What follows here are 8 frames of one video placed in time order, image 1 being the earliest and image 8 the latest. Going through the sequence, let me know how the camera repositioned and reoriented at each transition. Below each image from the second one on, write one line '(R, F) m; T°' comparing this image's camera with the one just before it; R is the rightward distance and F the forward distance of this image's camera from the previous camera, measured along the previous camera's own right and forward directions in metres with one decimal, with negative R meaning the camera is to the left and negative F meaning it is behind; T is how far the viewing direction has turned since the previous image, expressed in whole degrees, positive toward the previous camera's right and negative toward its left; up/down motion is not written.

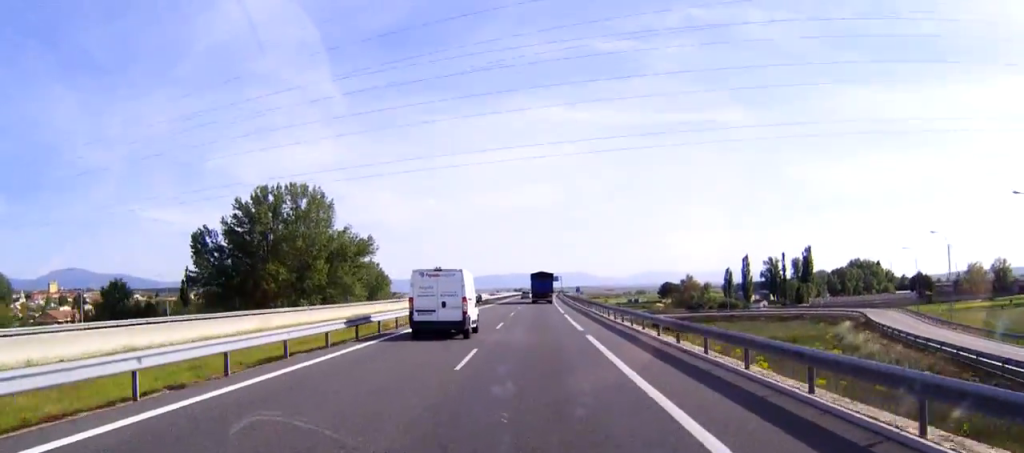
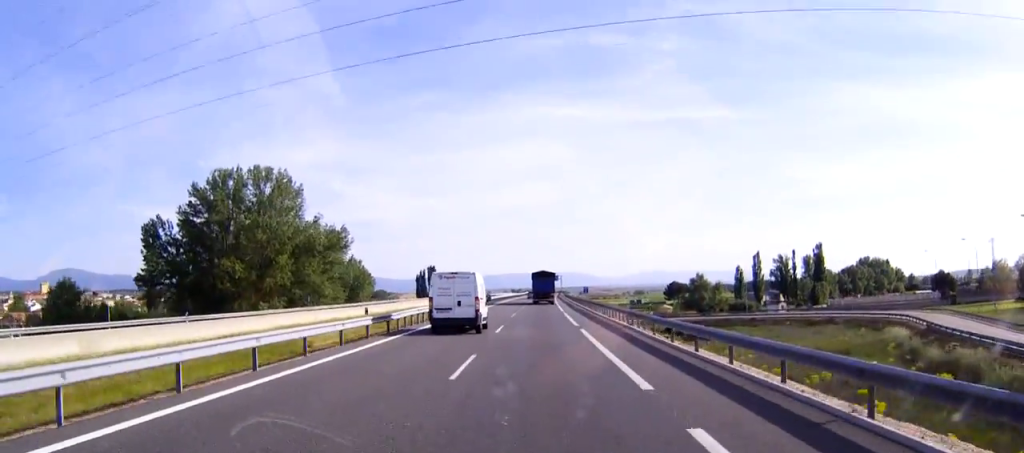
(0.0, +18.3) m; 0°
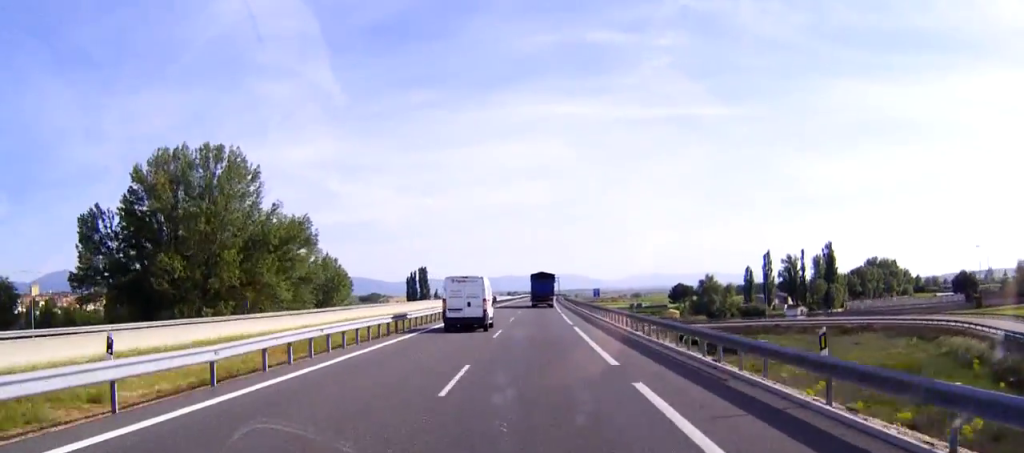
(+0.1, +18.3) m; 0°
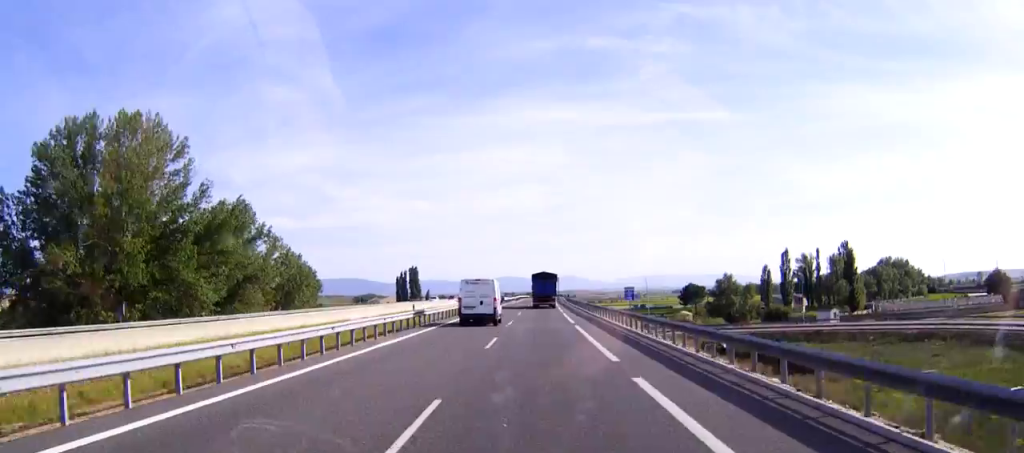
(0.0, +23.0) m; 0°
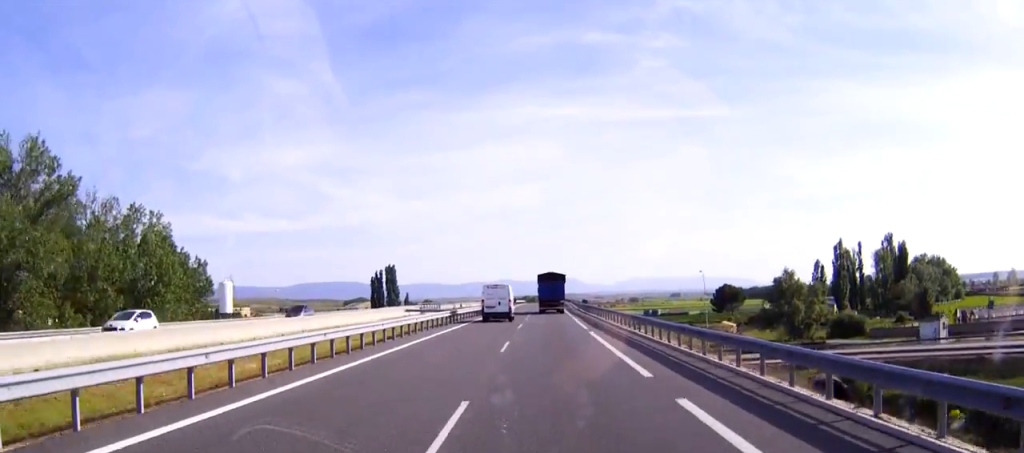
(+0.2, +49.7) m; 0°
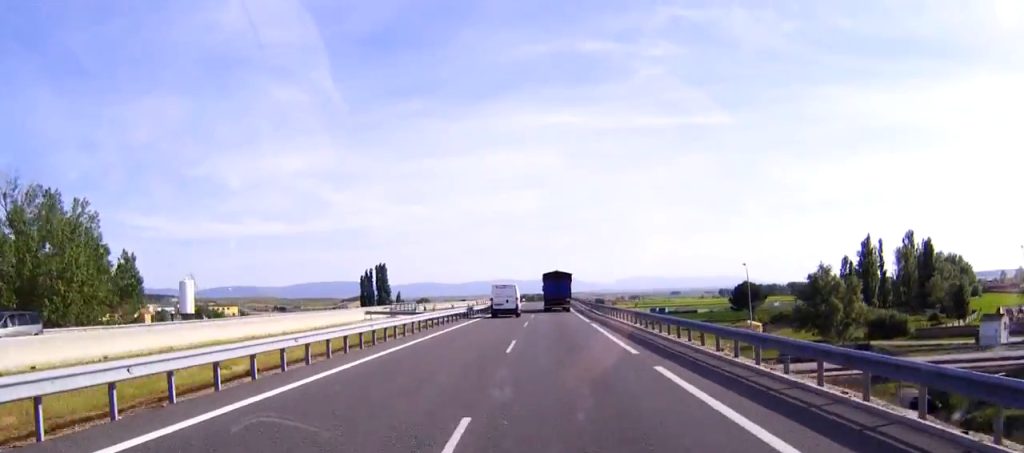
(0.0, +19.2) m; 0°
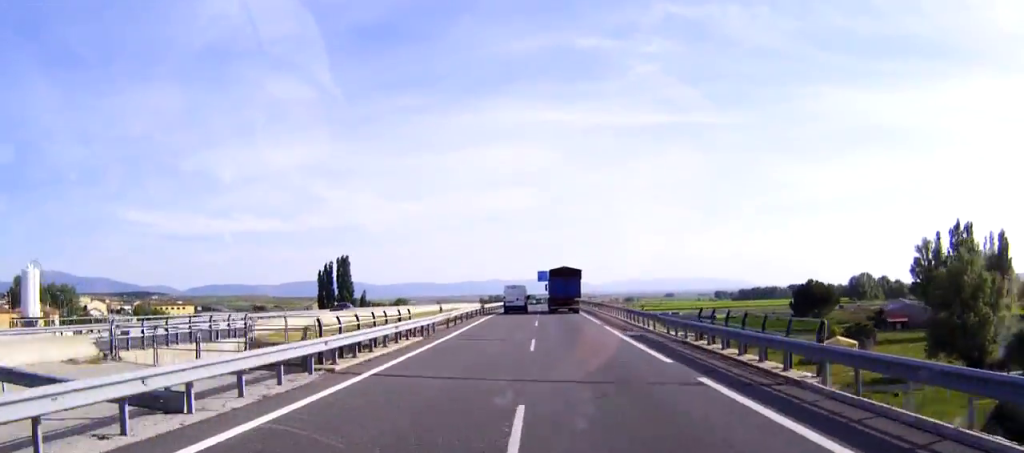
(+0.2, +49.0) m; 0°
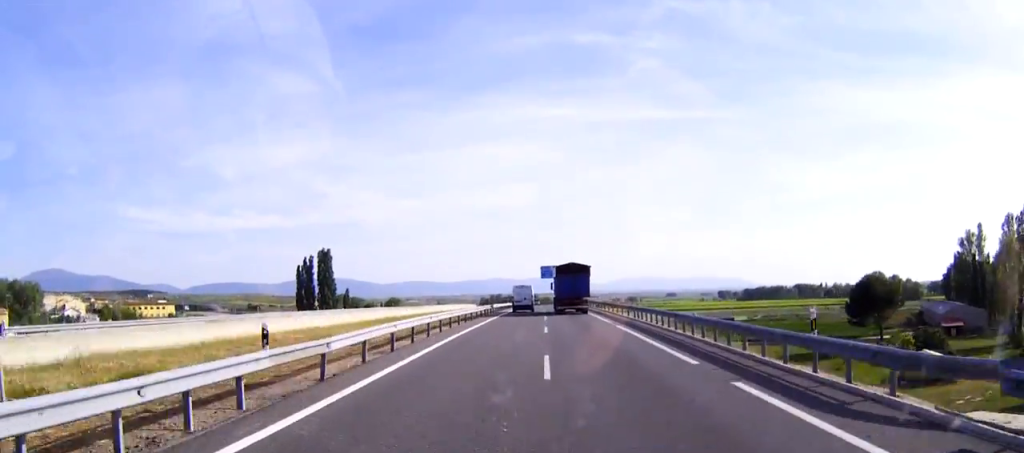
(0.0, +25.0) m; 0°
